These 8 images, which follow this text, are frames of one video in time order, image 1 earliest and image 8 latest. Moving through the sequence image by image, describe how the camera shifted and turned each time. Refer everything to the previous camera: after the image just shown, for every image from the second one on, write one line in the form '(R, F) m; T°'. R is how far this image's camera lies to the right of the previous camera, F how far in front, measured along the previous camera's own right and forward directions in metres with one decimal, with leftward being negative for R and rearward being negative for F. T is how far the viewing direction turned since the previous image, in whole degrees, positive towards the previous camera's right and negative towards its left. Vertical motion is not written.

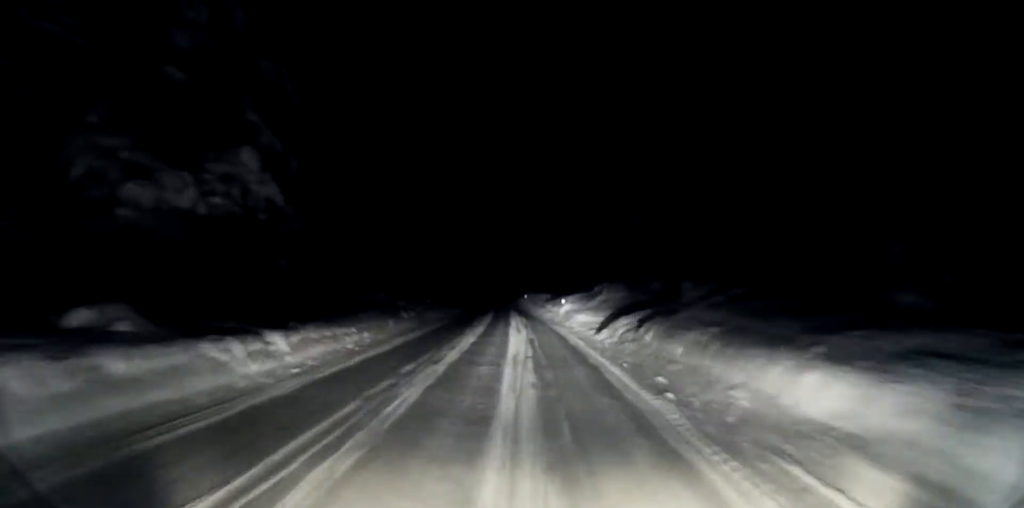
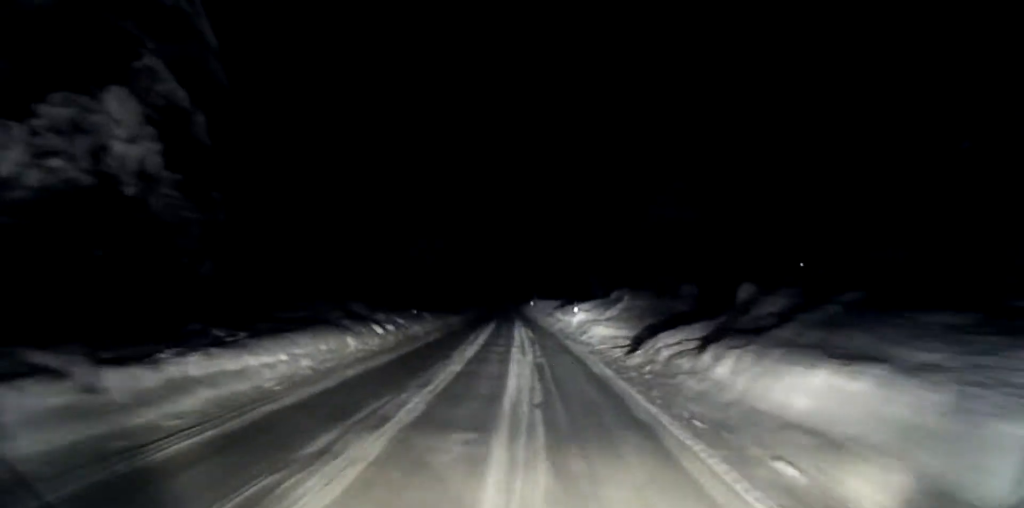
(-0.1, +4.7) m; -1°
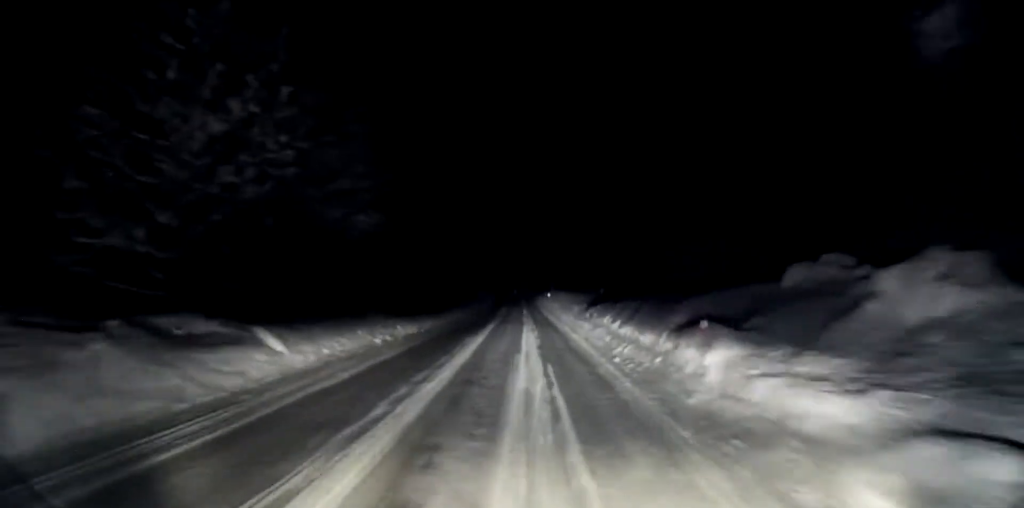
(-0.1, +18.6) m; 0°
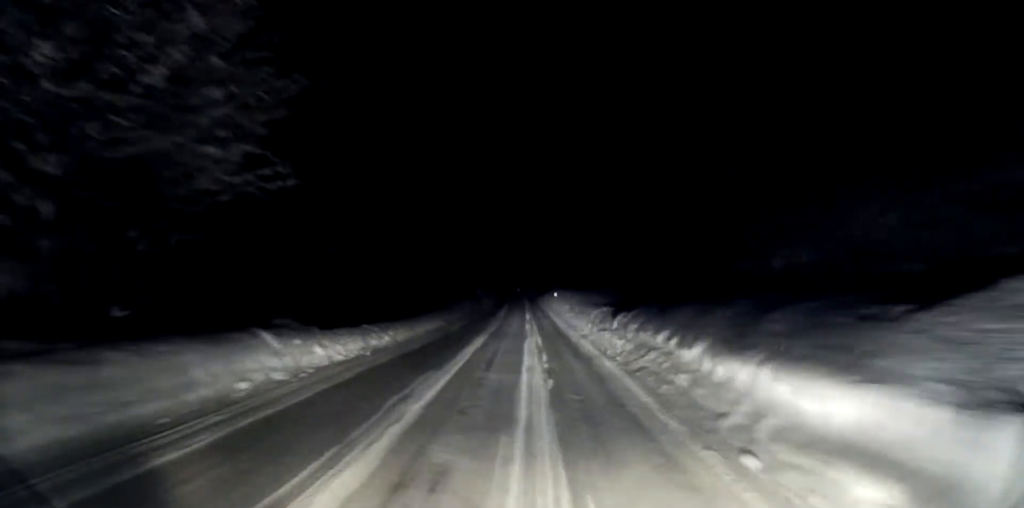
(+0.1, +7.7) m; 0°
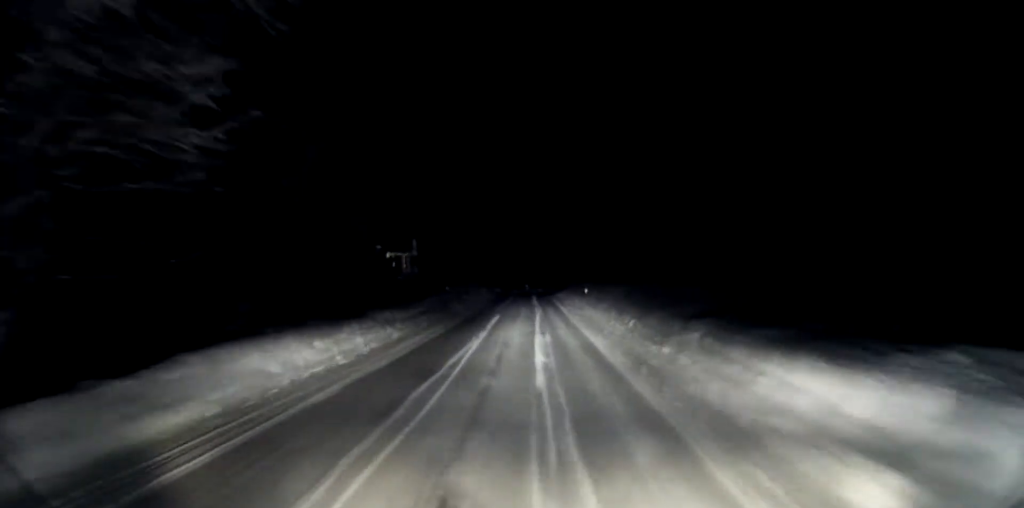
(-0.5, +21.4) m; -1°
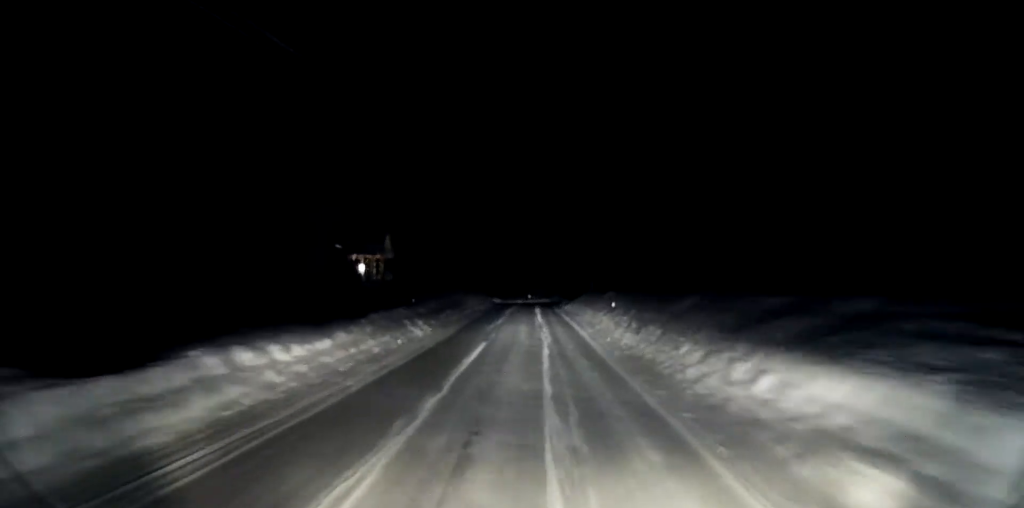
(0.0, +8.4) m; -1°
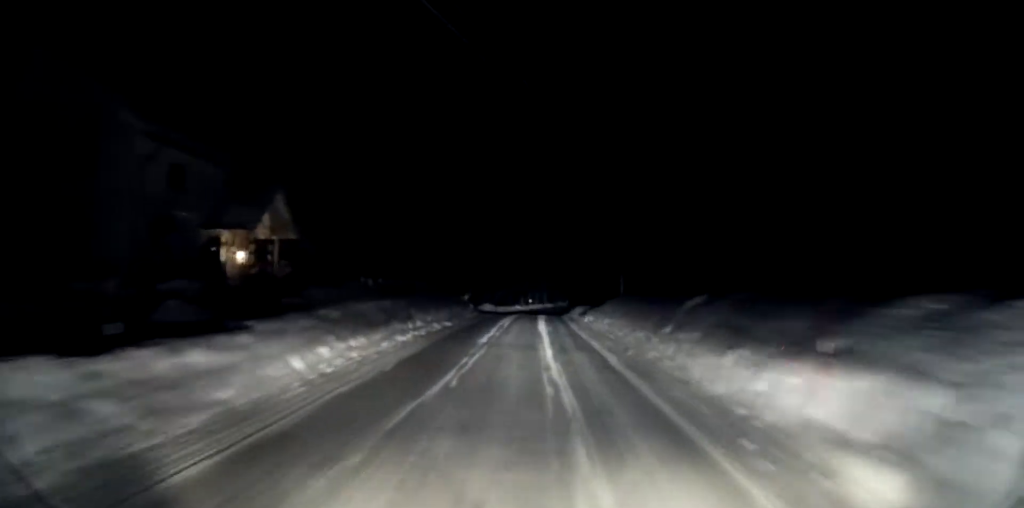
(-0.2, +14.3) m; -1°
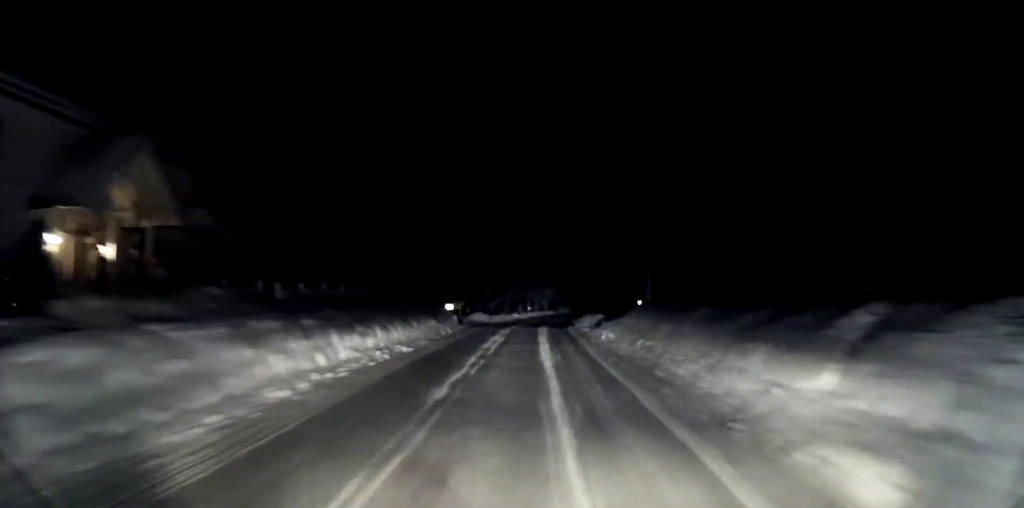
(0.0, +7.1) m; 0°
